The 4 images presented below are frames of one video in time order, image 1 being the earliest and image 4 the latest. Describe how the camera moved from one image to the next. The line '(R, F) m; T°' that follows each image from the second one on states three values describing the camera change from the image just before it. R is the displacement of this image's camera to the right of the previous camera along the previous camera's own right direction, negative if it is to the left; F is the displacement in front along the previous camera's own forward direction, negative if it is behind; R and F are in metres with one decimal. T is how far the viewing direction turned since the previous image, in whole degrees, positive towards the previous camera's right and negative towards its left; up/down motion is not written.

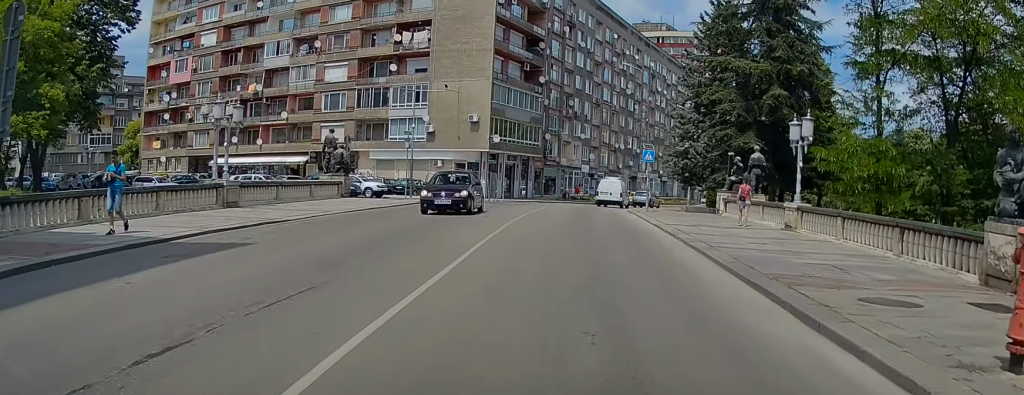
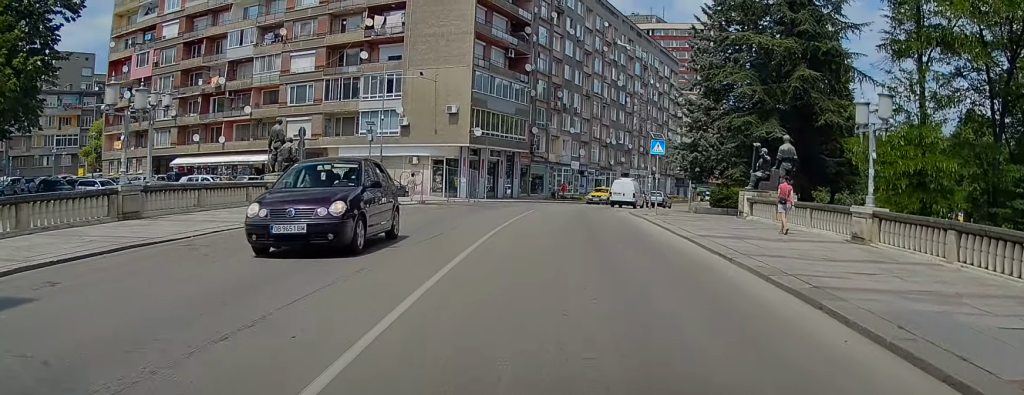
(+0.4, +6.2) m; +2°
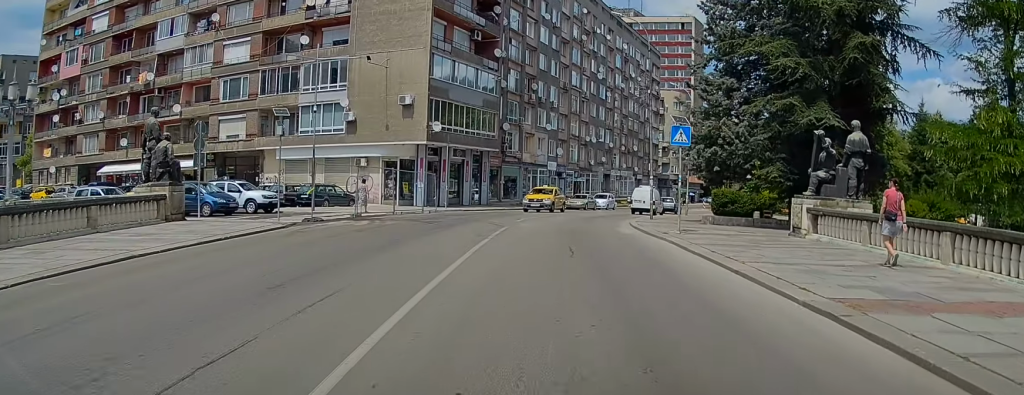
(-0.3, +9.3) m; -1°
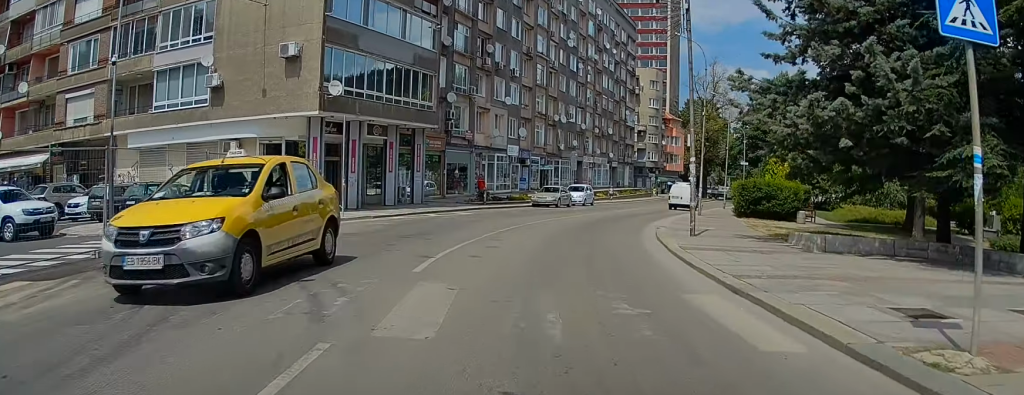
(-0.1, +15.6) m; 0°
